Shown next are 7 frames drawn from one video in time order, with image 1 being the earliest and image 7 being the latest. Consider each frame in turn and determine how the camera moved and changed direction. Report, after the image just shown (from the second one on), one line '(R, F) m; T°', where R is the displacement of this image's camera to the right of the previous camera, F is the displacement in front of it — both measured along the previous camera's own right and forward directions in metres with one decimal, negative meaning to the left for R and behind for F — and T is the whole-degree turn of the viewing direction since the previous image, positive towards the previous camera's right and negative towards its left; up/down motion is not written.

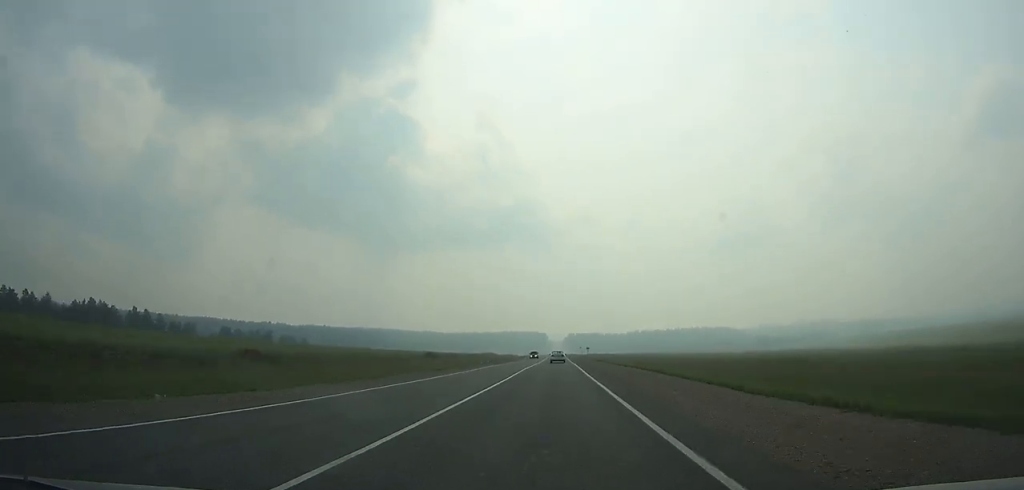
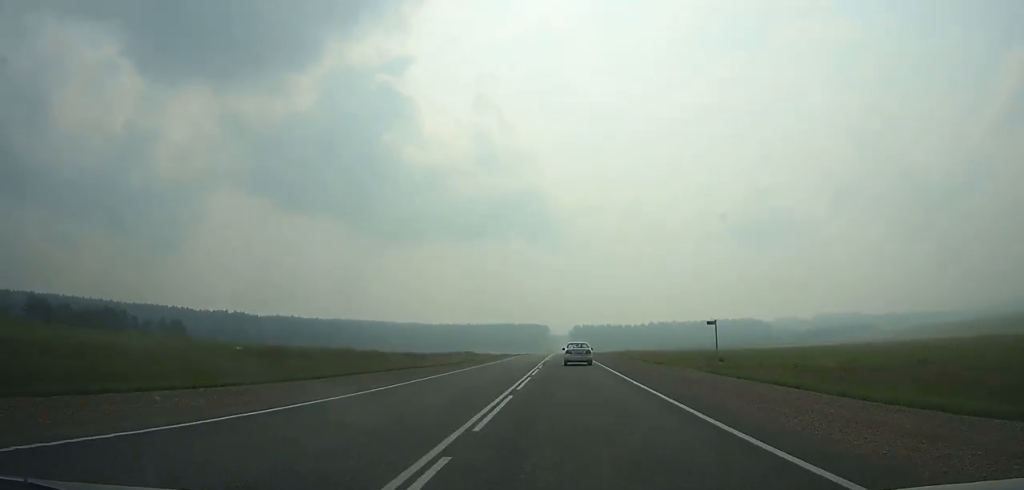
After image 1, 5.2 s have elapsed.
(+0.1, +162.2) m; 0°
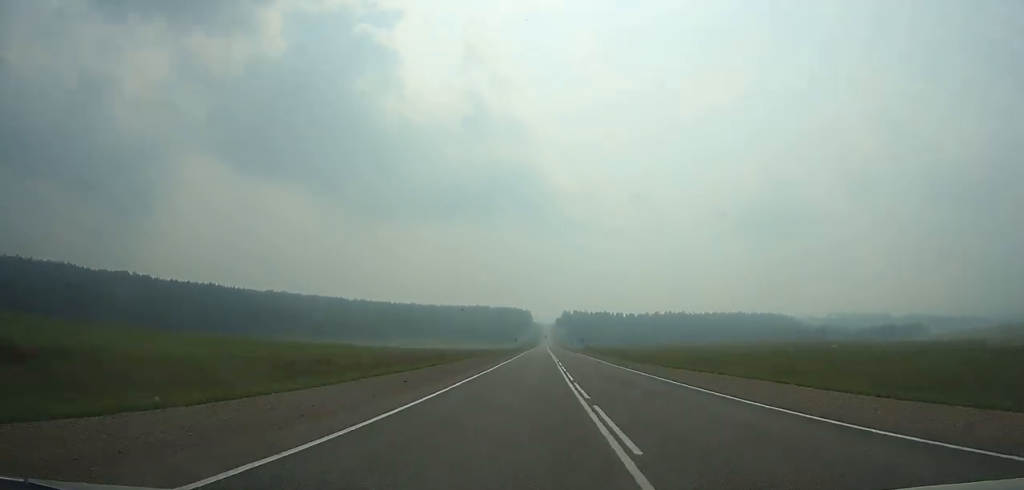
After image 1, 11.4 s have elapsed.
(+0.1, +199.0) m; 0°
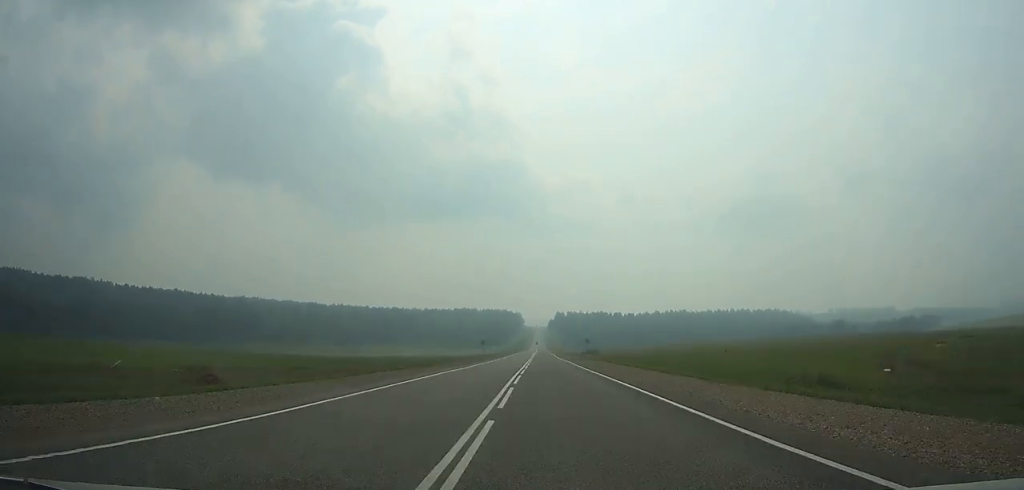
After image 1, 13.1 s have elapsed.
(0.0, +56.0) m; 0°
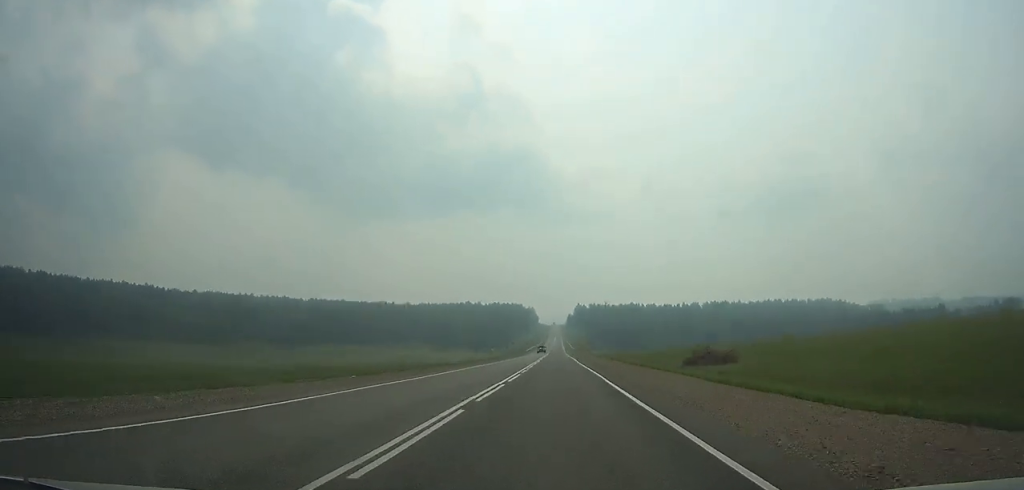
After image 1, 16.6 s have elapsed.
(+0.1, +118.4) m; 0°
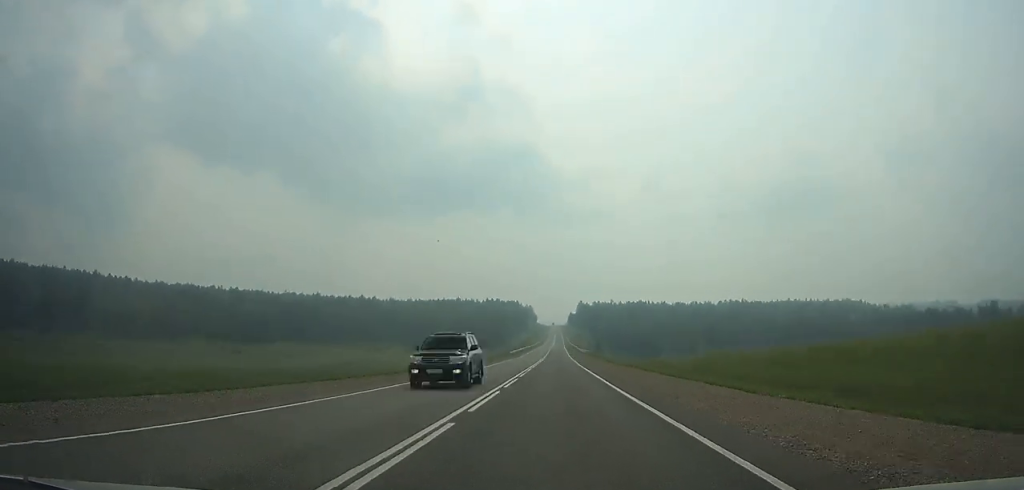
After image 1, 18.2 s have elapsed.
(+0.1, +55.7) m; 0°
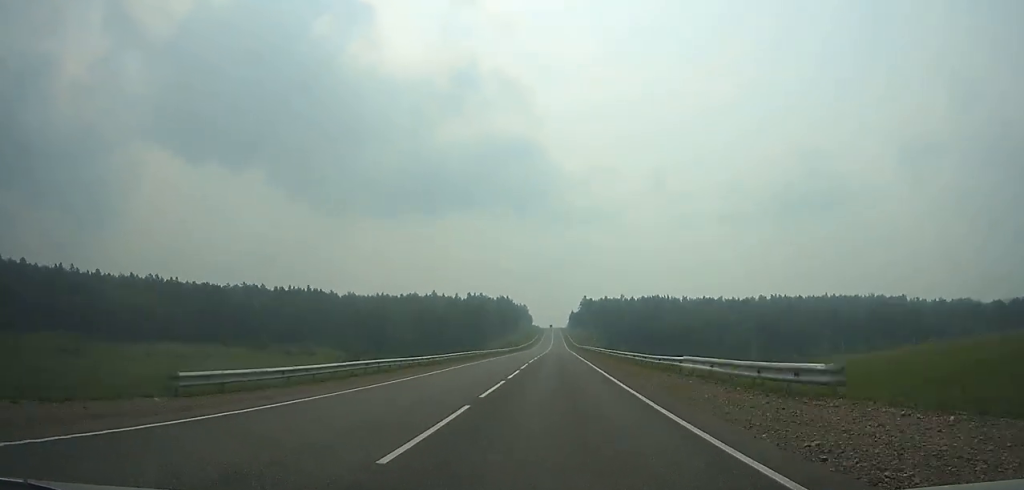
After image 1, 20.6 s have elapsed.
(0.0, +84.8) m; 0°
